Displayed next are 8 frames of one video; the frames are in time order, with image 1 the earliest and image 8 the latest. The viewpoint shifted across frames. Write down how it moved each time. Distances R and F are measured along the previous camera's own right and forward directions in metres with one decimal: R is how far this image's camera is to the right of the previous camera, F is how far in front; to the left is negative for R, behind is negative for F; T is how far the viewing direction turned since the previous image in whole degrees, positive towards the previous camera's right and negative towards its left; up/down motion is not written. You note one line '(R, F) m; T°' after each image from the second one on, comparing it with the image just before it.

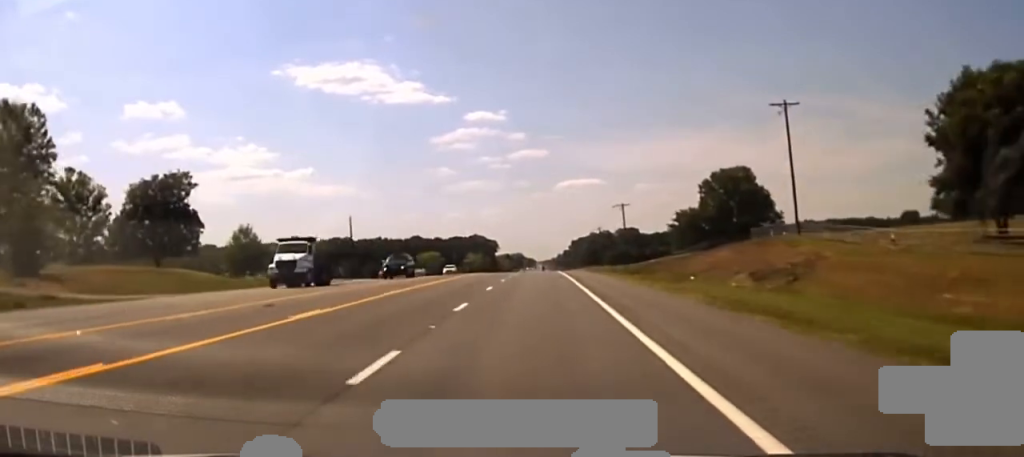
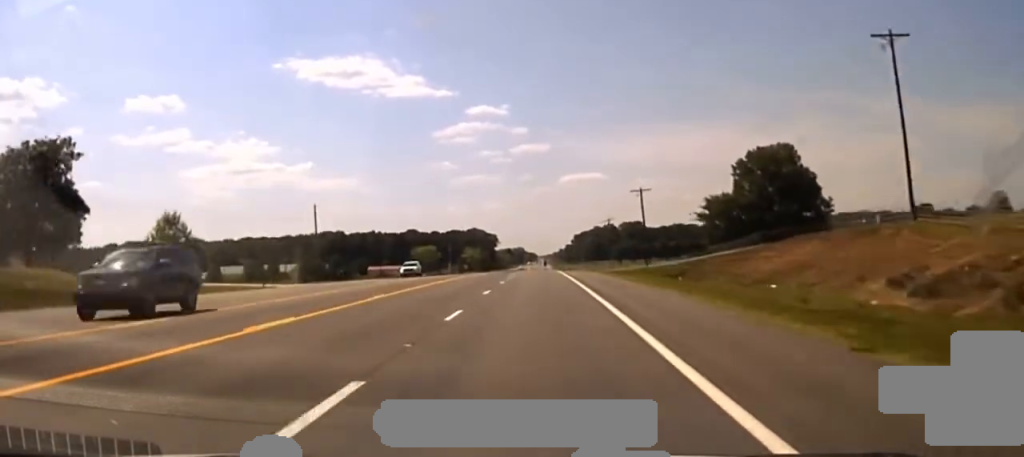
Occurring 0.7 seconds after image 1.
(0.0, +23.5) m; 0°
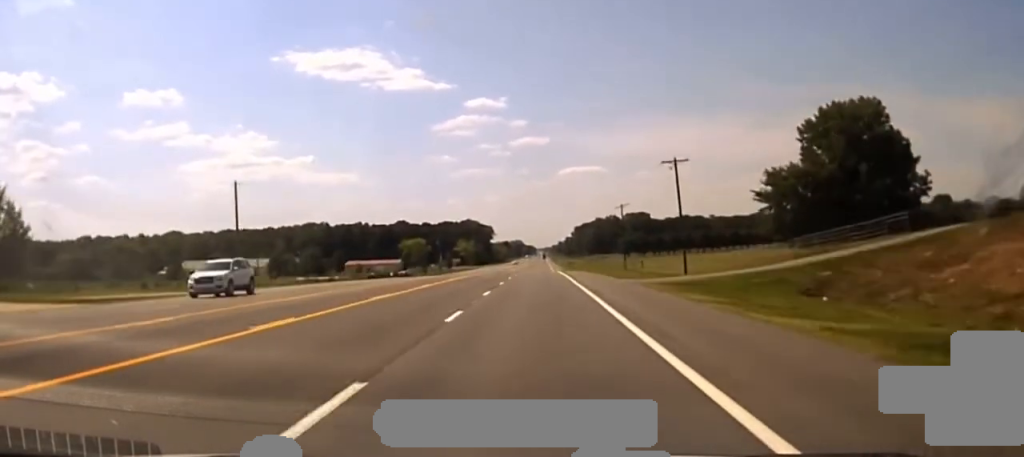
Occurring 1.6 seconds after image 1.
(0.0, +31.3) m; 0°
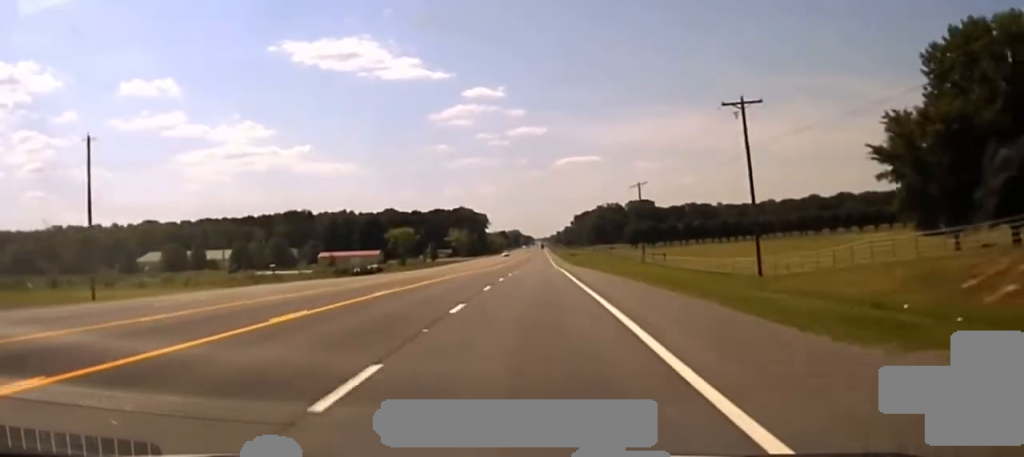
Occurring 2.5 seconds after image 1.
(0.0, +32.2) m; 0°
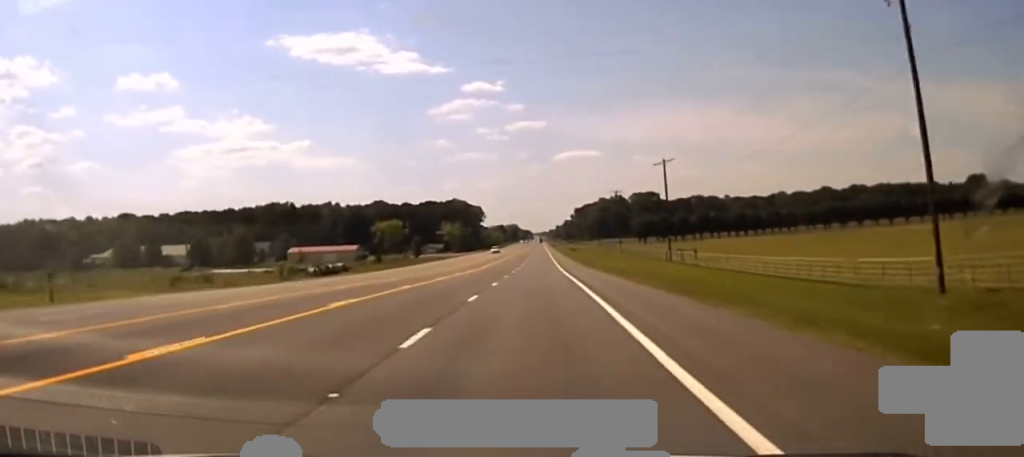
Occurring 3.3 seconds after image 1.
(0.0, +31.0) m; 0°
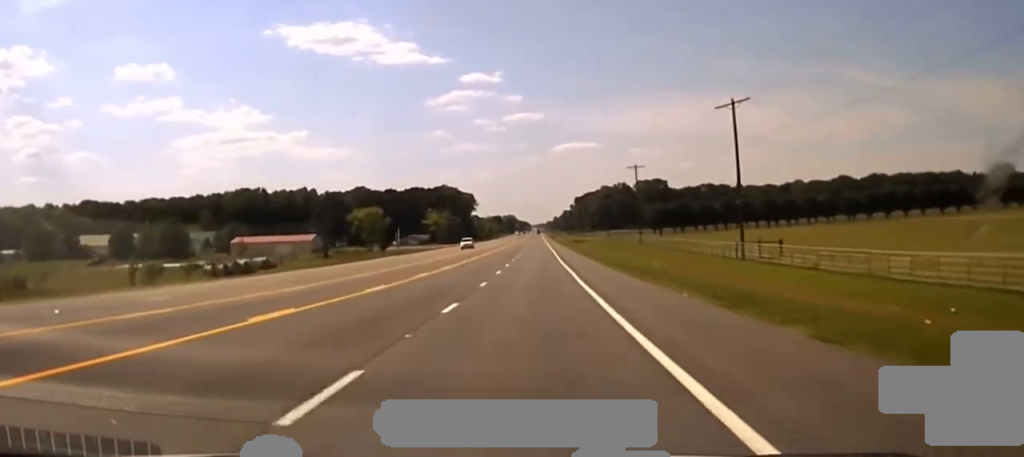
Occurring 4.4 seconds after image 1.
(0.0, +46.8) m; 0°
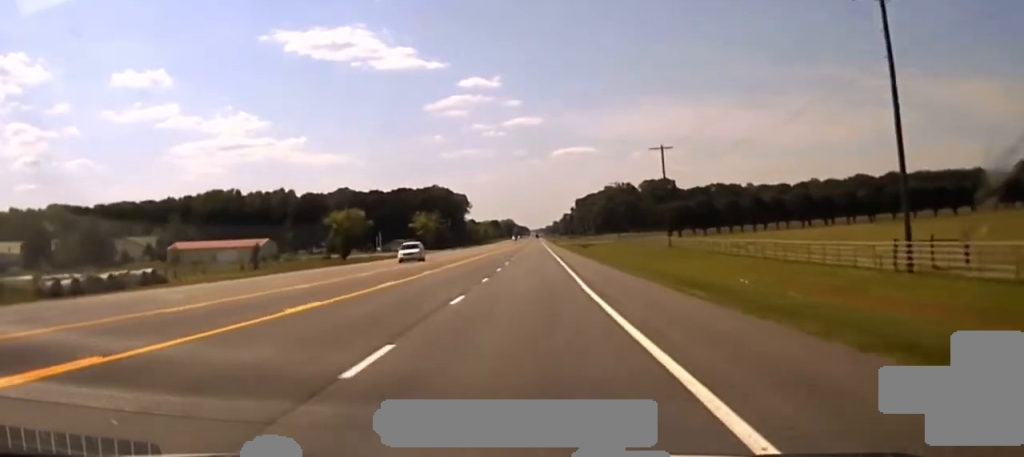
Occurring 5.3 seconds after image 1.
(0.0, +38.0) m; 0°
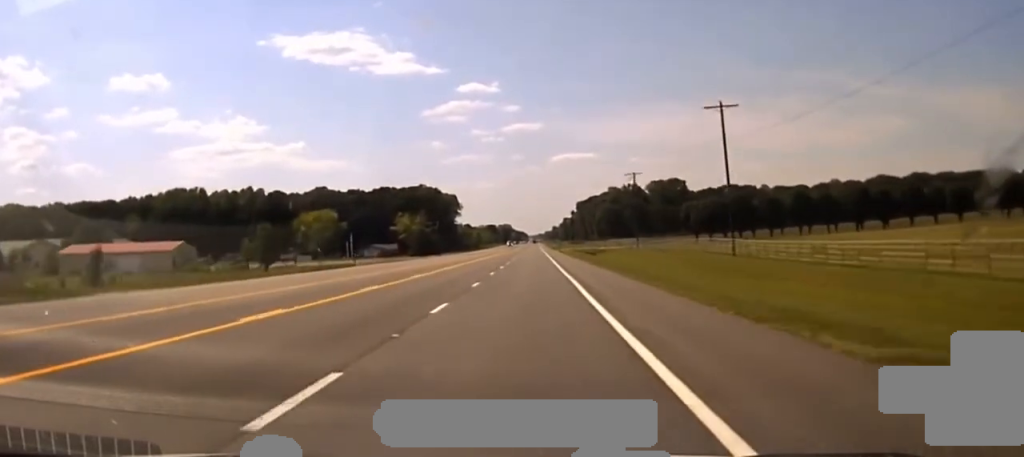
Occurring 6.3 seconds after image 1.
(0.0, +40.3) m; 0°
